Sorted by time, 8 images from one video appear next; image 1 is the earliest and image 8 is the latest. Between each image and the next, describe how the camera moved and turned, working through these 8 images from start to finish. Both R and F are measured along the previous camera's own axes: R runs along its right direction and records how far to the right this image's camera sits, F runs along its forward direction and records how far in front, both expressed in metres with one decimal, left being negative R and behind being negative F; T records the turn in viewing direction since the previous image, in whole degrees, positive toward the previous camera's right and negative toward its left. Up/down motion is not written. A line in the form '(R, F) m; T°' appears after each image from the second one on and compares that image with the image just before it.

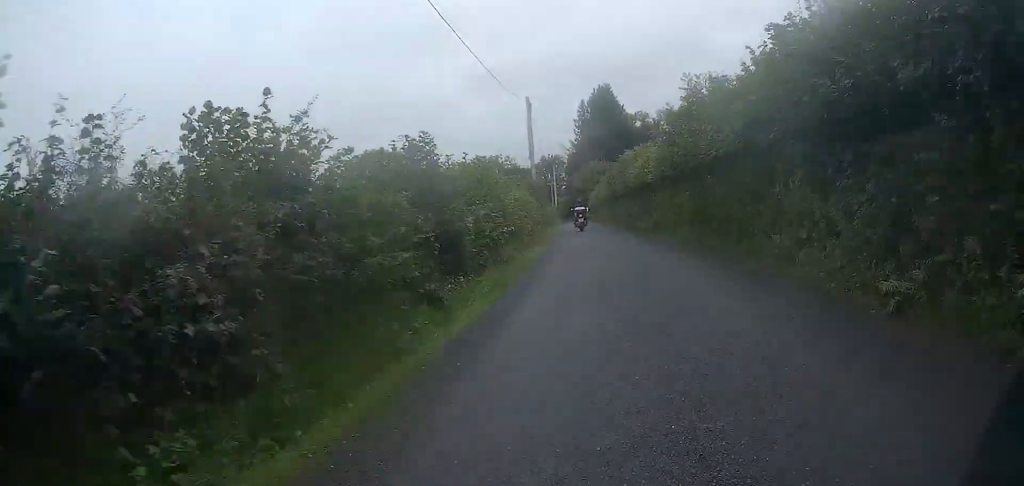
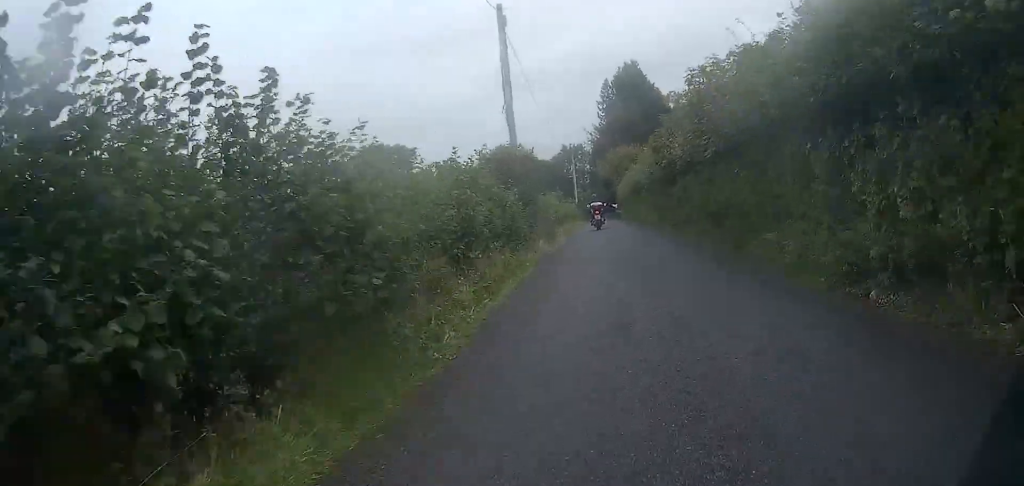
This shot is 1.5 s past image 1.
(-0.1, +17.6) m; -1°
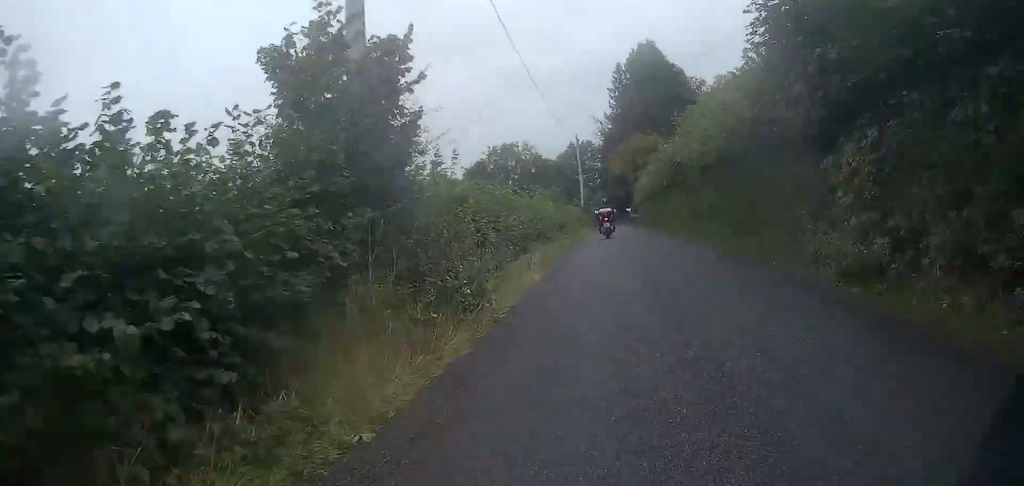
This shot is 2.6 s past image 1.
(-0.2, +13.6) m; -1°
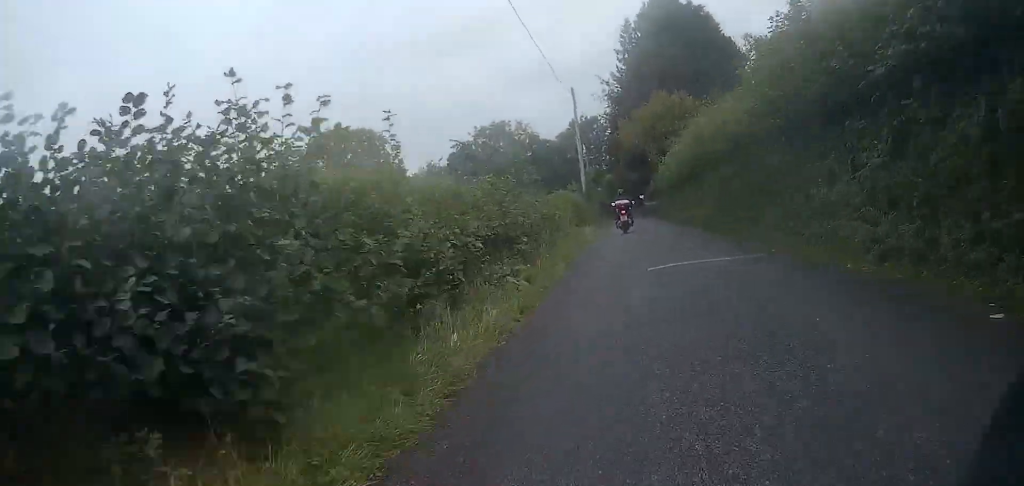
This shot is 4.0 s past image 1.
(-0.2, +17.3) m; -1°
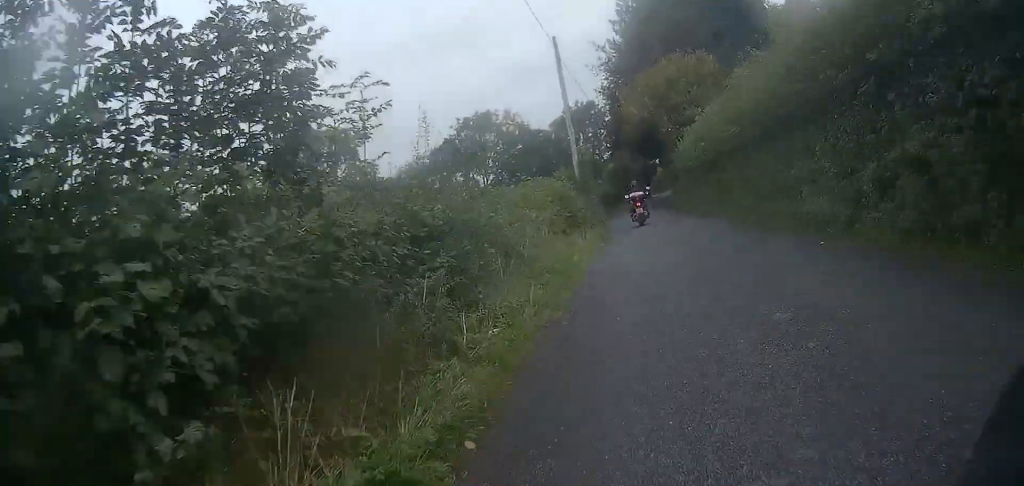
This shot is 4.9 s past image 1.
(0.0, +11.0) m; +1°
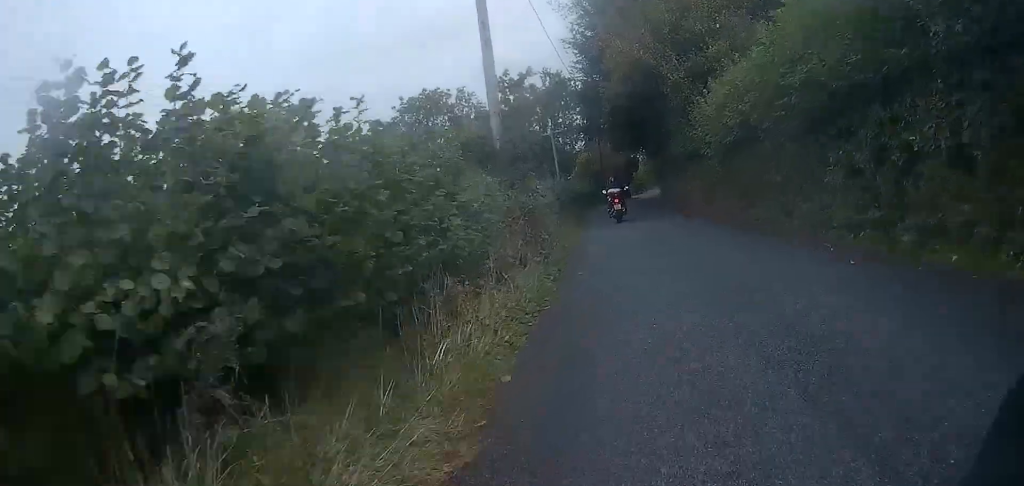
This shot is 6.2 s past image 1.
(+0.3, +14.6) m; +2°
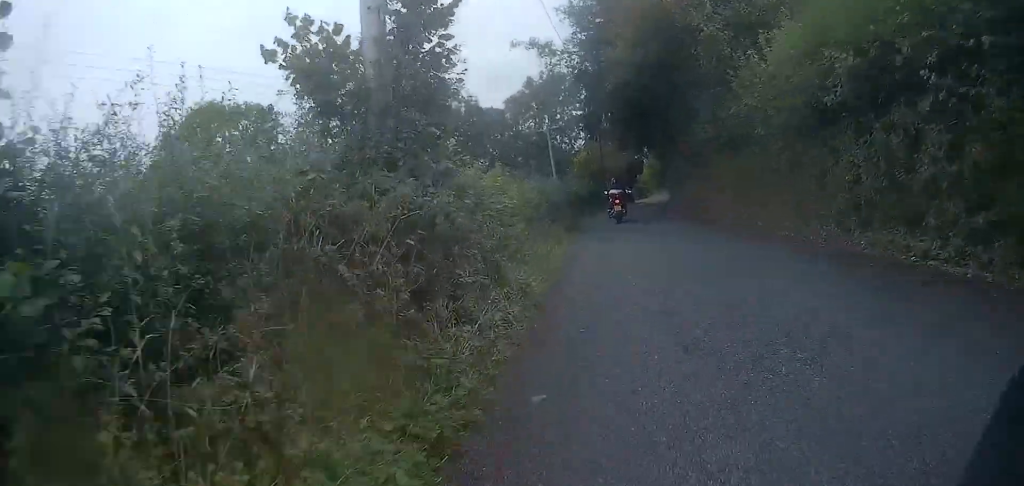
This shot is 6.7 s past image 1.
(+0.1, +6.3) m; +1°
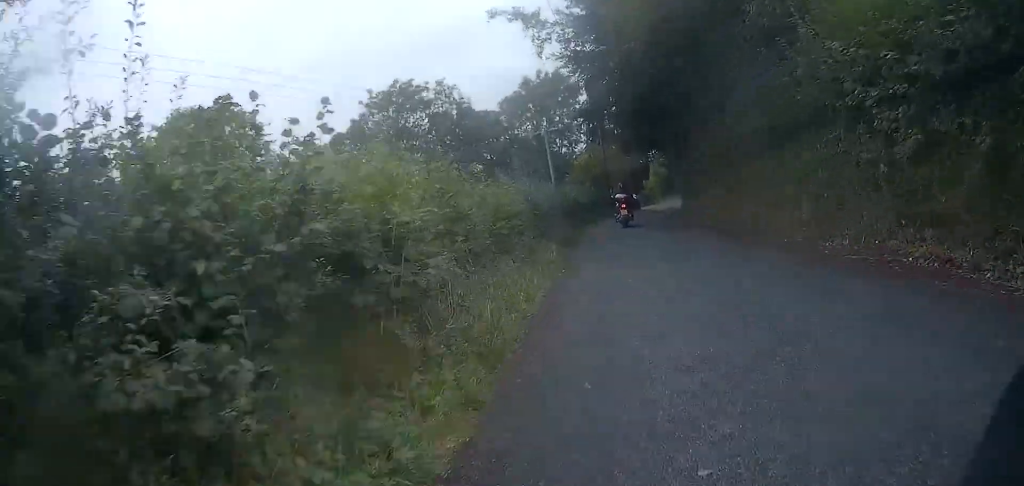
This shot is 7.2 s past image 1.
(0.0, +4.8) m; 0°
